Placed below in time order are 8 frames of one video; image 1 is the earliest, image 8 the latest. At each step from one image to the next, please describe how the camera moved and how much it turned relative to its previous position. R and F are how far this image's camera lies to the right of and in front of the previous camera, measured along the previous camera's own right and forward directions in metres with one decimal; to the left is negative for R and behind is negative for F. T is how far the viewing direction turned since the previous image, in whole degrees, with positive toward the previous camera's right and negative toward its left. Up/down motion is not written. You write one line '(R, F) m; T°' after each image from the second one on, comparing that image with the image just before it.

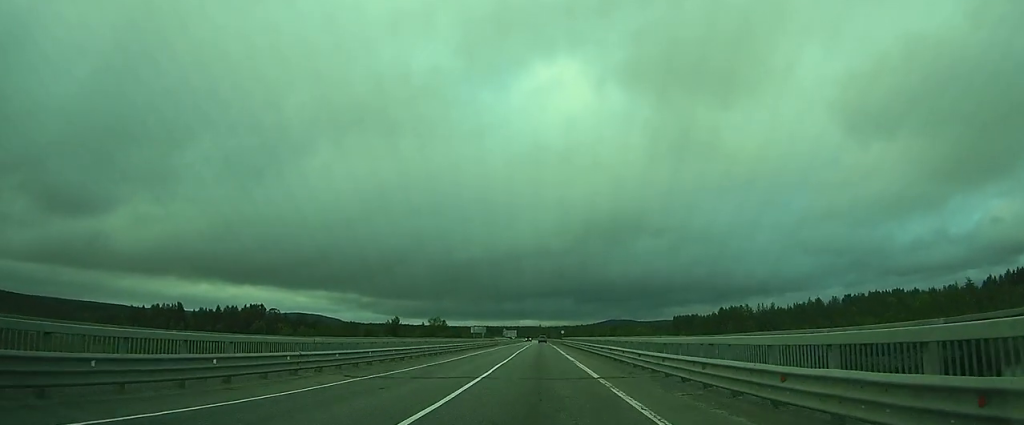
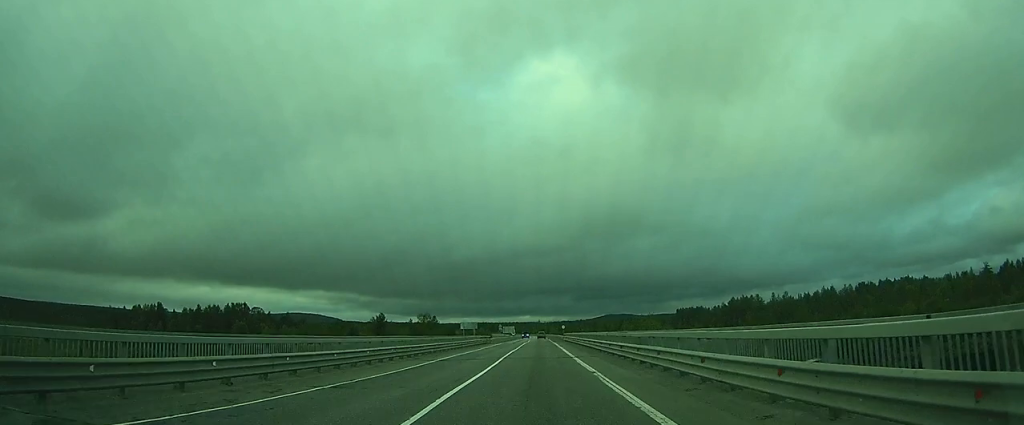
(0.0, +14.0) m; 0°
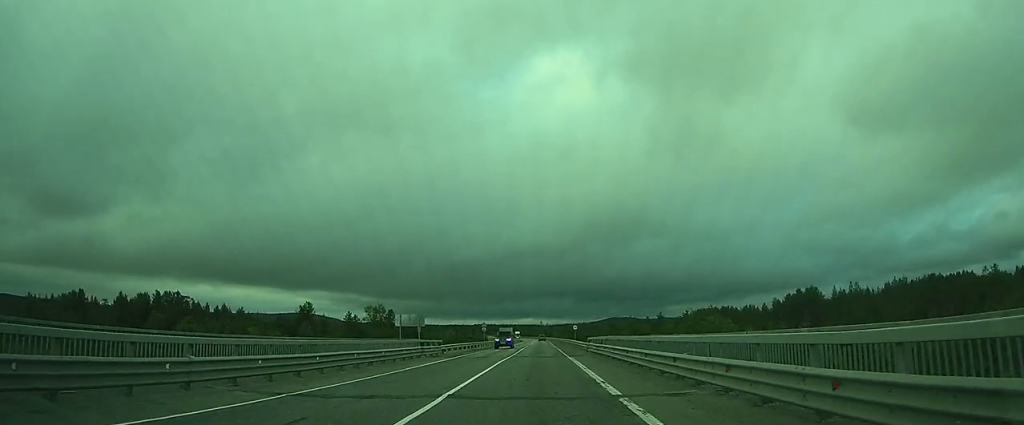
(-0.3, +47.9) m; 0°
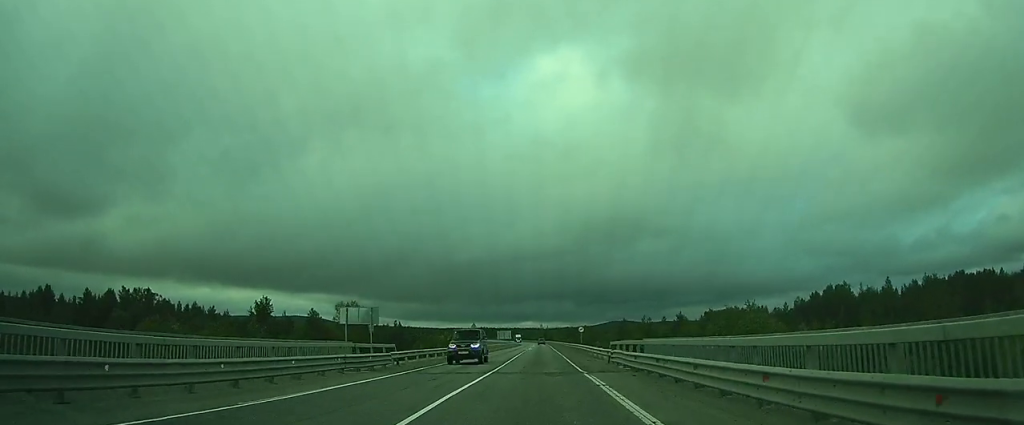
(0.0, +15.6) m; 0°
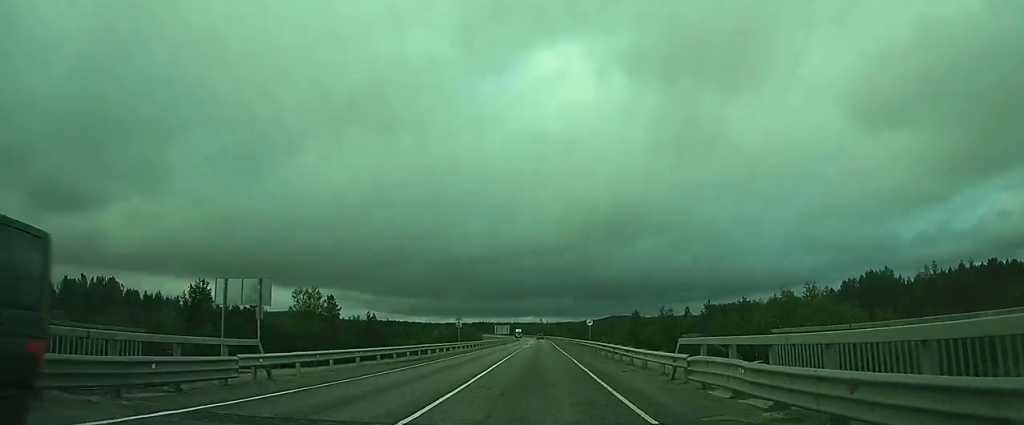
(0.0, +15.9) m; 0°
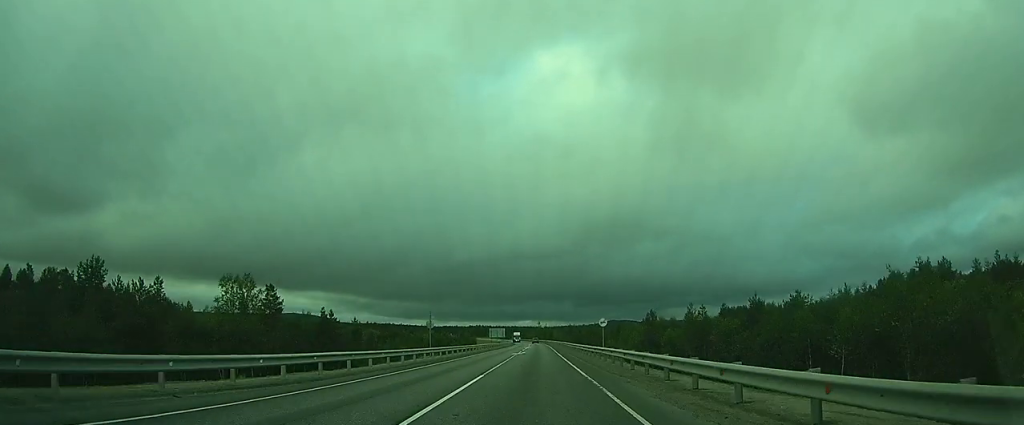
(+0.1, +17.0) m; 0°
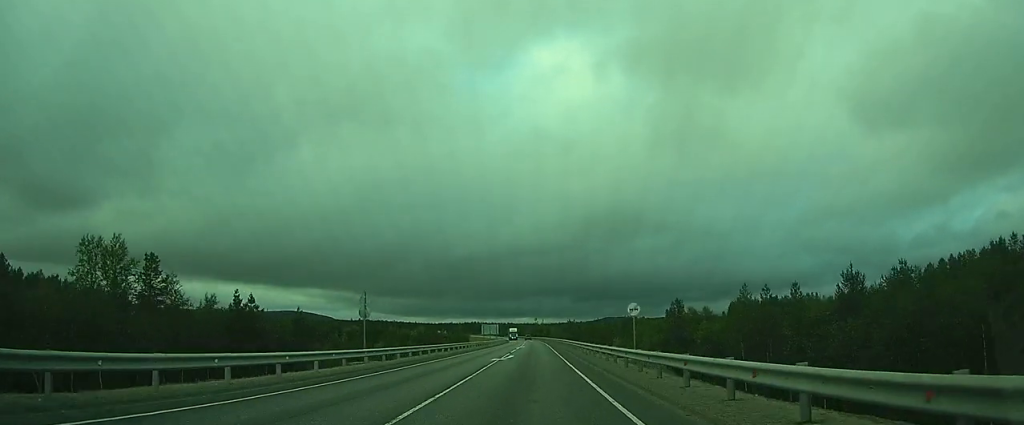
(+0.1, +18.9) m; 0°
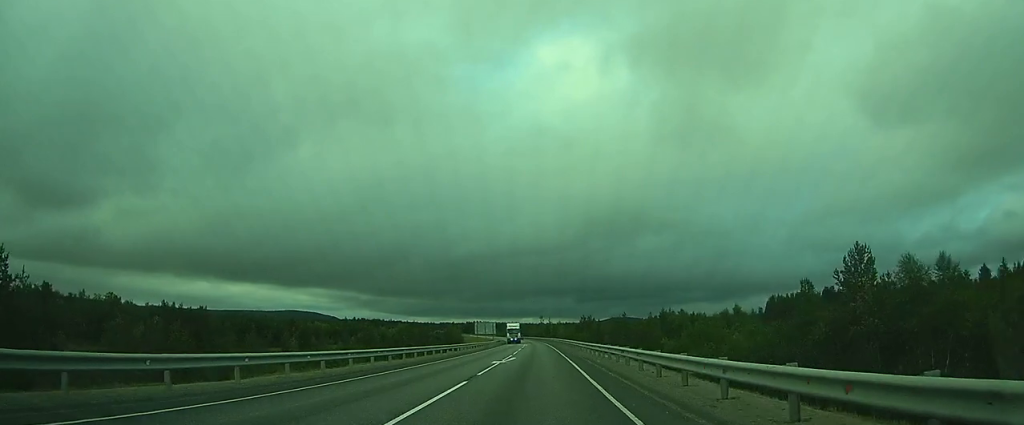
(0.0, +39.3) m; 0°
